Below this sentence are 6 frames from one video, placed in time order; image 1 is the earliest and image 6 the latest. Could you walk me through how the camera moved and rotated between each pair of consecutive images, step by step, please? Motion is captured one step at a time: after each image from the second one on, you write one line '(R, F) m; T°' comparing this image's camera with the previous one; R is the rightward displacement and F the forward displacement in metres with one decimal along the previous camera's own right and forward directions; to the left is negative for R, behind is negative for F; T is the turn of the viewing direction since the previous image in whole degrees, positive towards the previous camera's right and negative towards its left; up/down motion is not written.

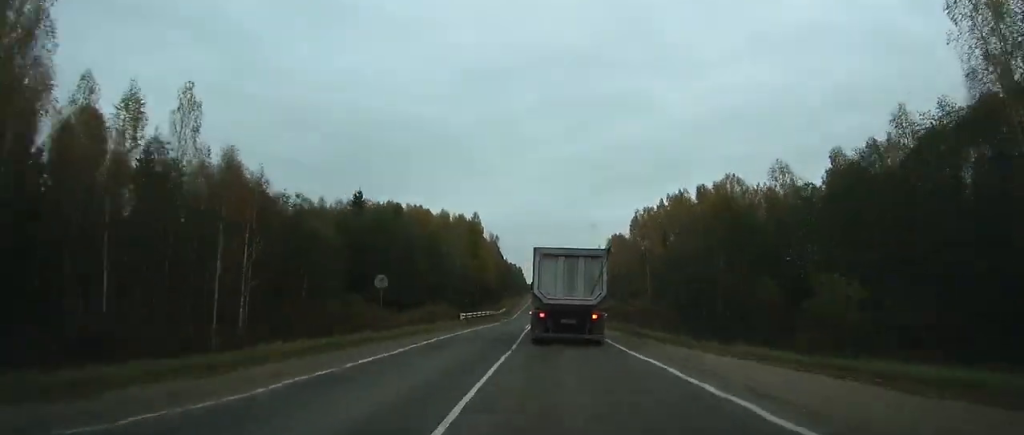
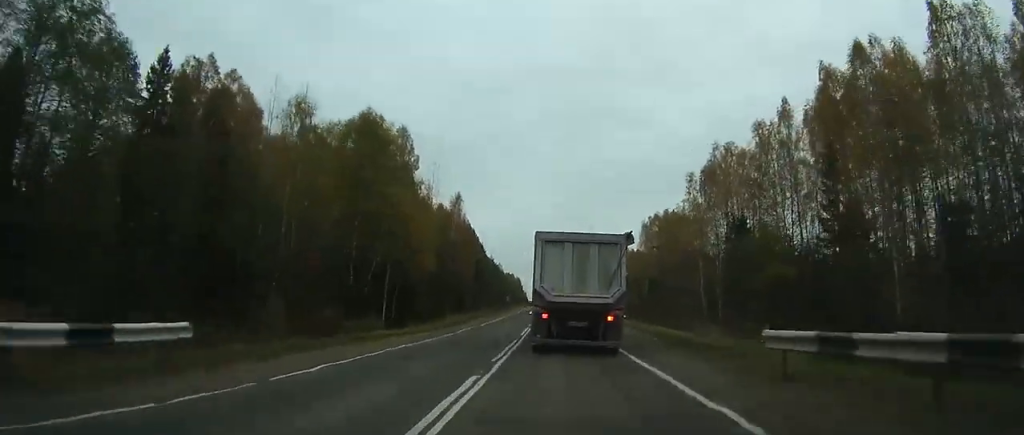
(-0.2, +83.2) m; 0°
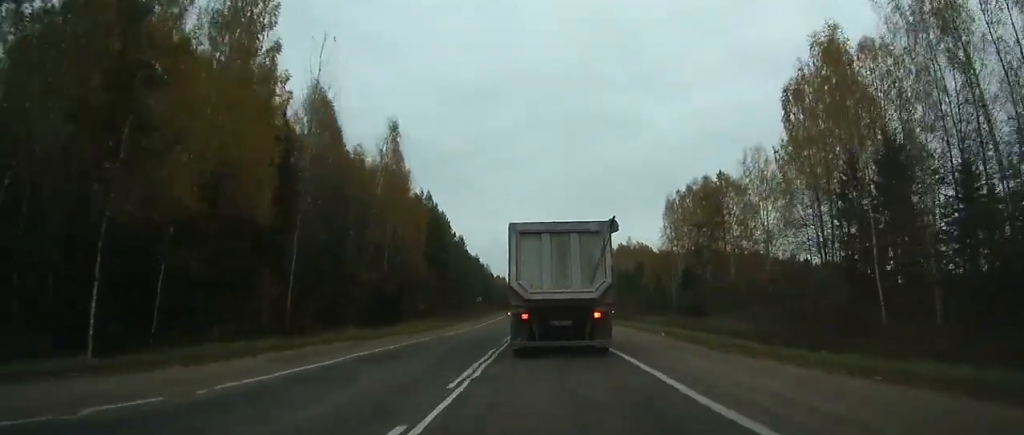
(+0.2, +39.9) m; 0°
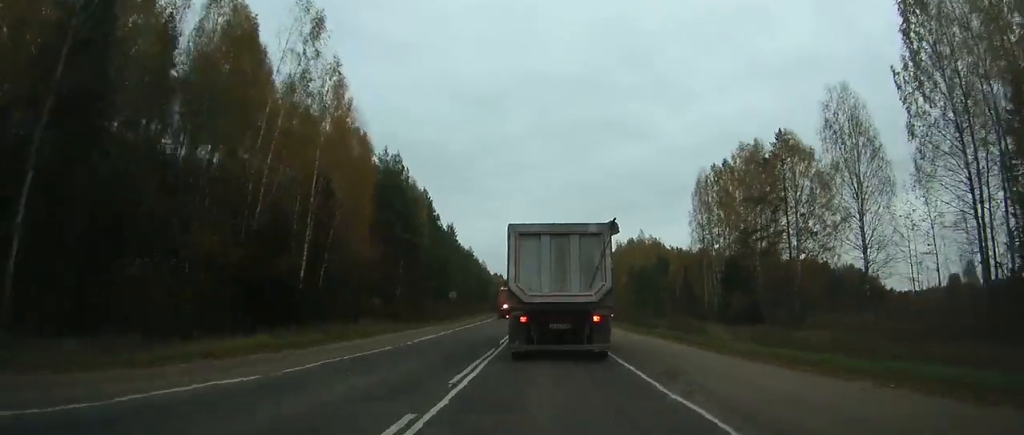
(0.0, +22.6) m; 0°
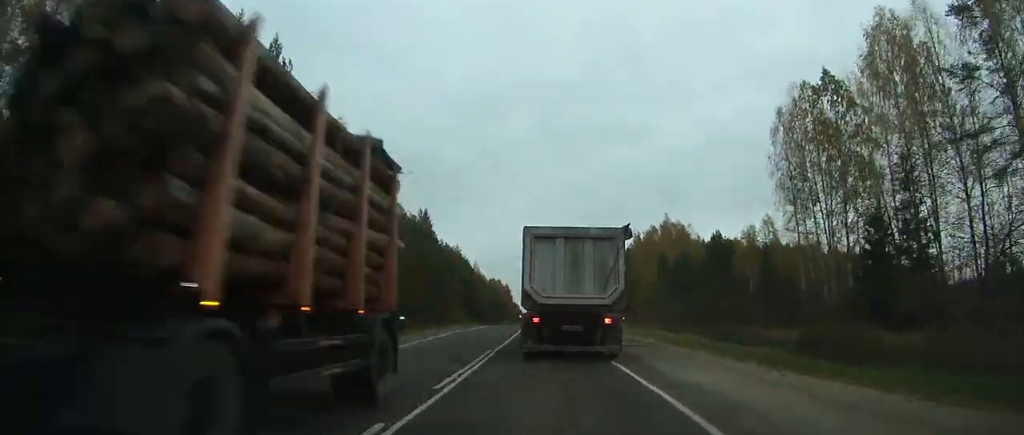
(+0.2, +37.0) m; 0°
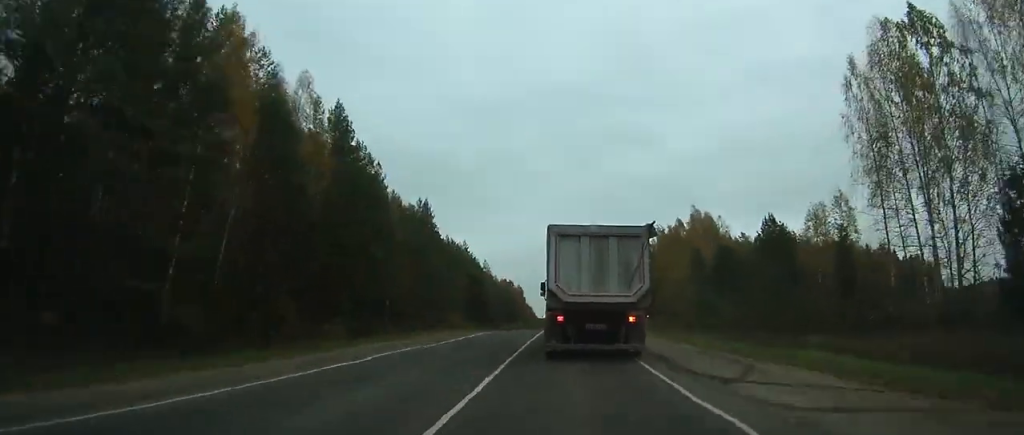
(+0.1, +15.0) m; 0°
